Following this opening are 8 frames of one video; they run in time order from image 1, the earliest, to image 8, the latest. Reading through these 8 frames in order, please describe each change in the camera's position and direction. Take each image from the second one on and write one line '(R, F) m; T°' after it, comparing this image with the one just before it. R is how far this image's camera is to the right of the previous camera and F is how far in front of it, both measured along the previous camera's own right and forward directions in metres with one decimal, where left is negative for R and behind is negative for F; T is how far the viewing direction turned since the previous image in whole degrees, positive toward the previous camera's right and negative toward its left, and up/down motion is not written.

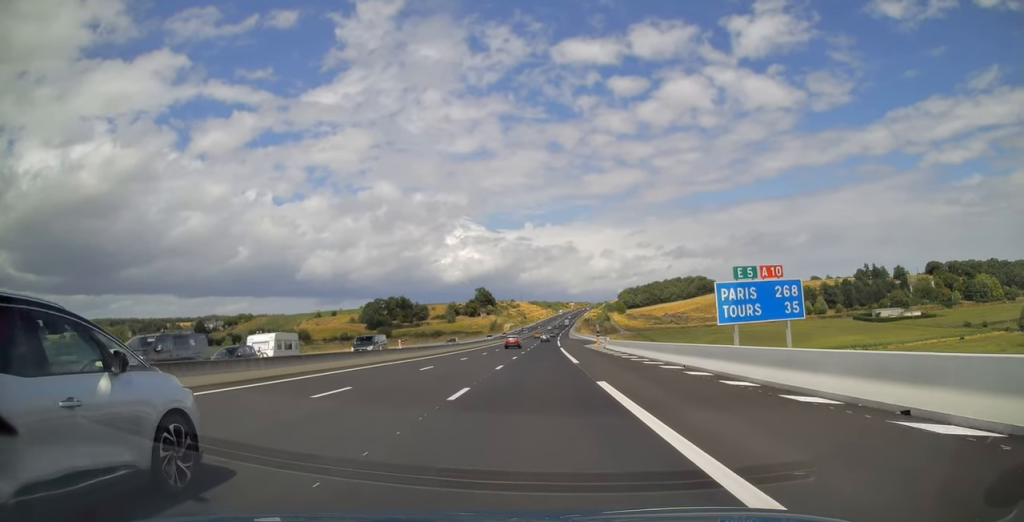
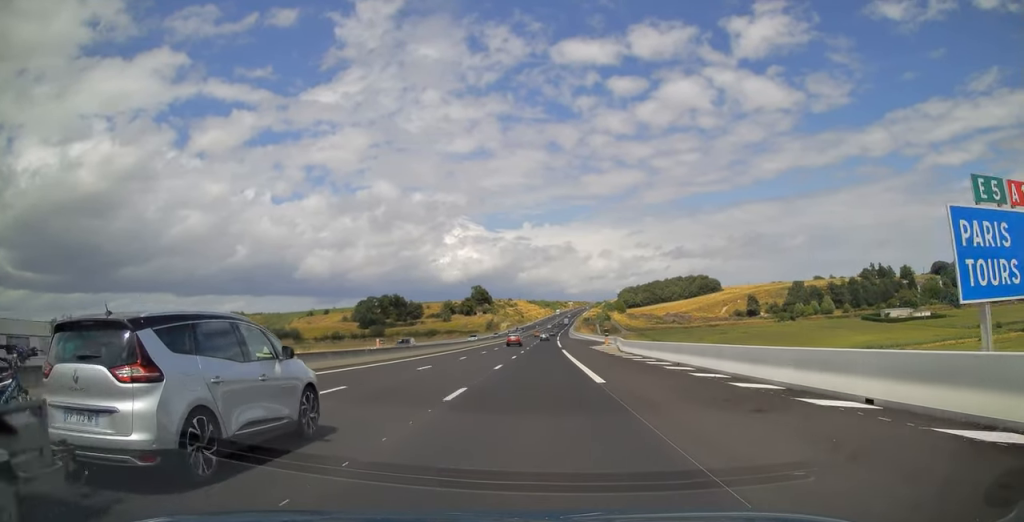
(0.0, +13.5) m; 0°
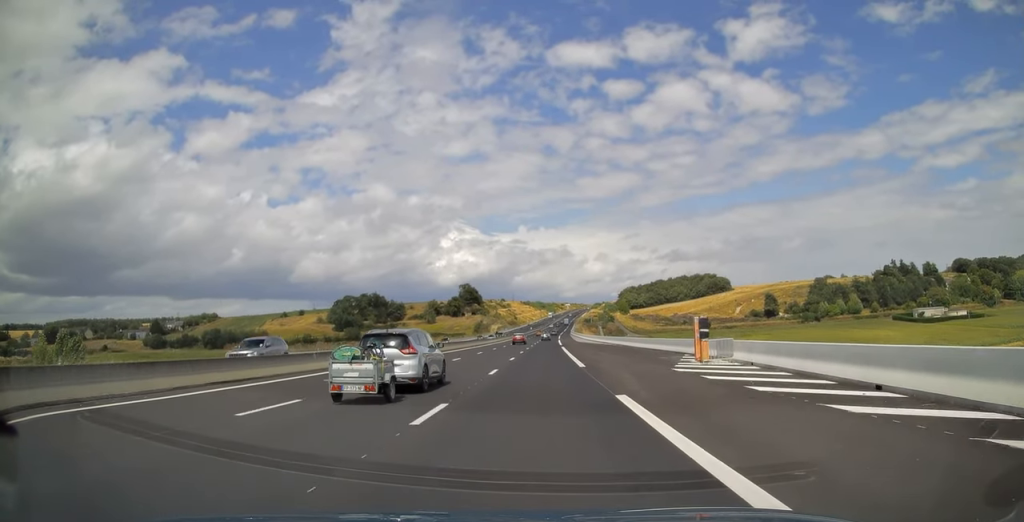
(+0.3, +42.8) m; +1°
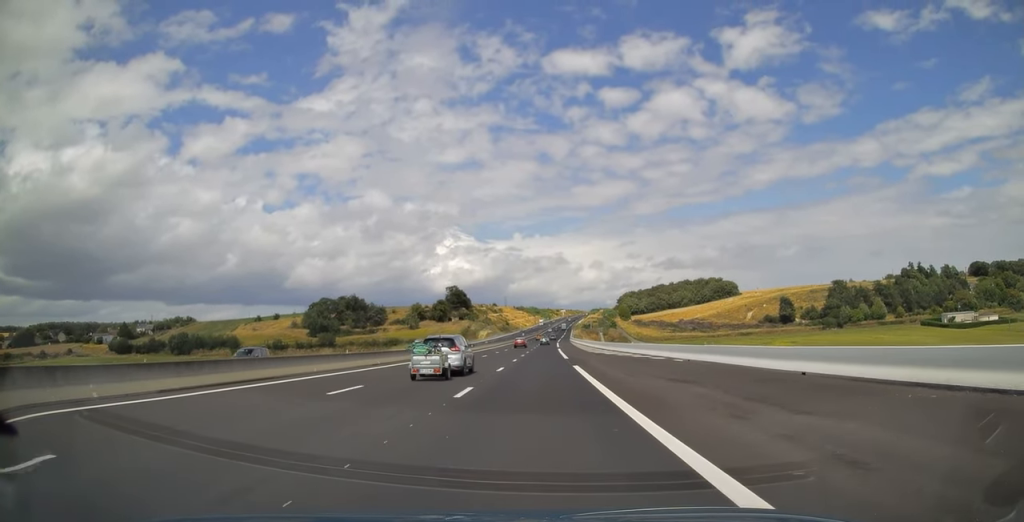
(+0.2, +34.1) m; 0°
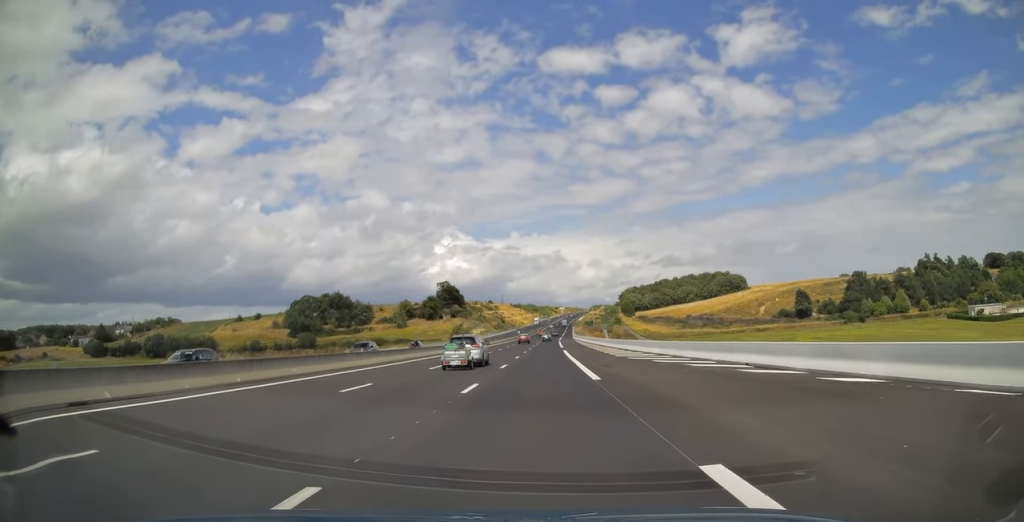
(0.0, +25.4) m; 0°
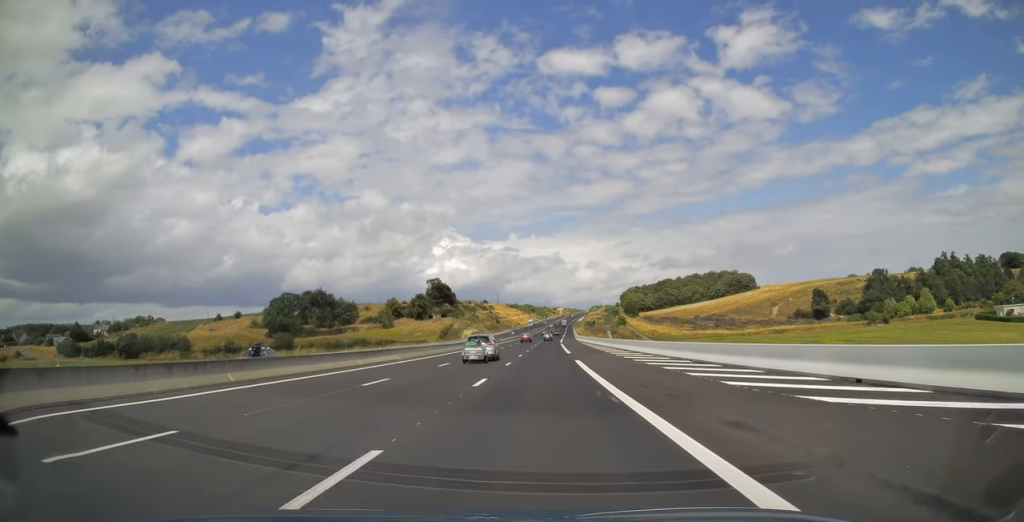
(-0.1, +24.4) m; 0°
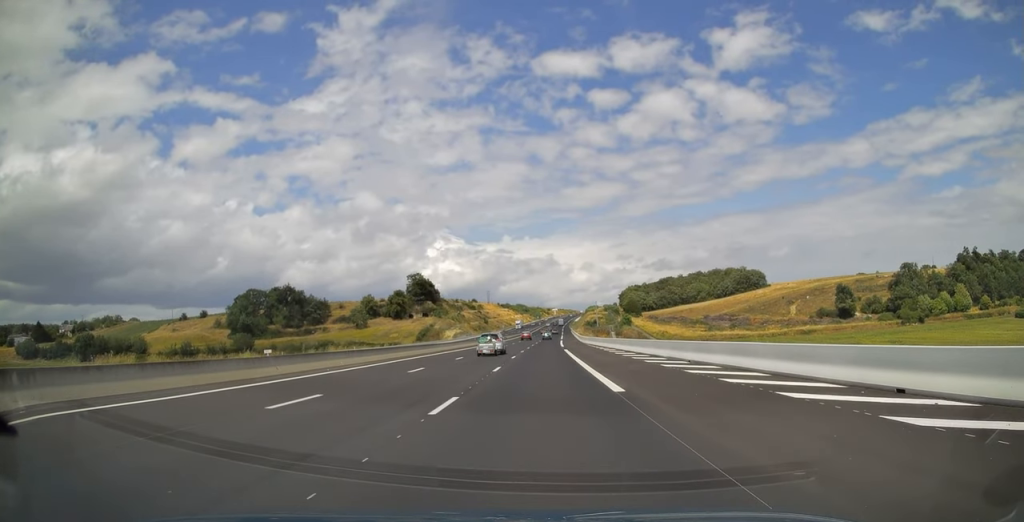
(+0.3, +32.9) m; +1°
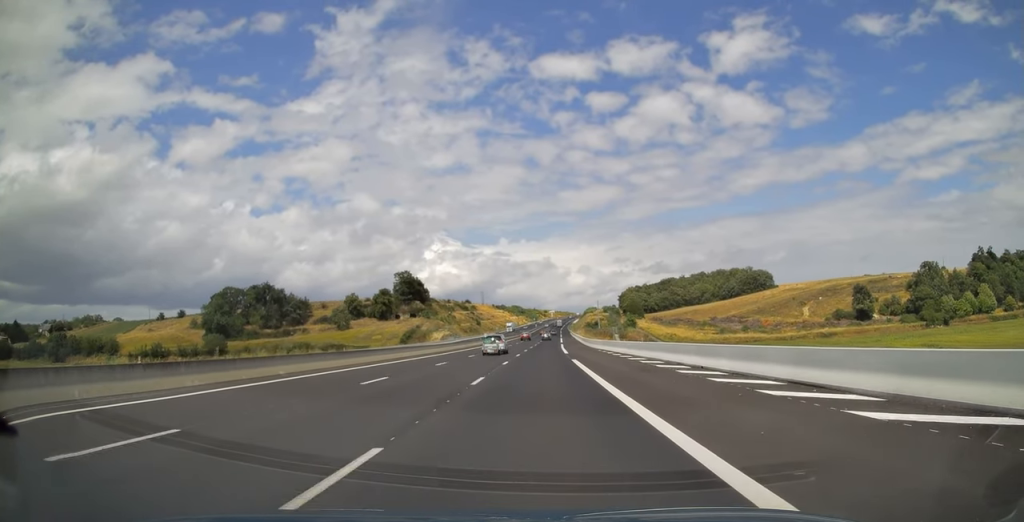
(+0.2, +19.4) m; 0°
